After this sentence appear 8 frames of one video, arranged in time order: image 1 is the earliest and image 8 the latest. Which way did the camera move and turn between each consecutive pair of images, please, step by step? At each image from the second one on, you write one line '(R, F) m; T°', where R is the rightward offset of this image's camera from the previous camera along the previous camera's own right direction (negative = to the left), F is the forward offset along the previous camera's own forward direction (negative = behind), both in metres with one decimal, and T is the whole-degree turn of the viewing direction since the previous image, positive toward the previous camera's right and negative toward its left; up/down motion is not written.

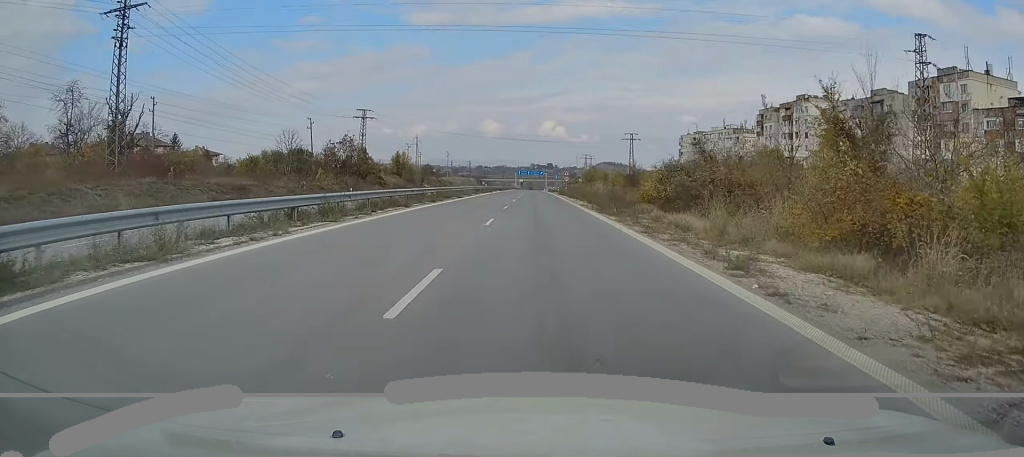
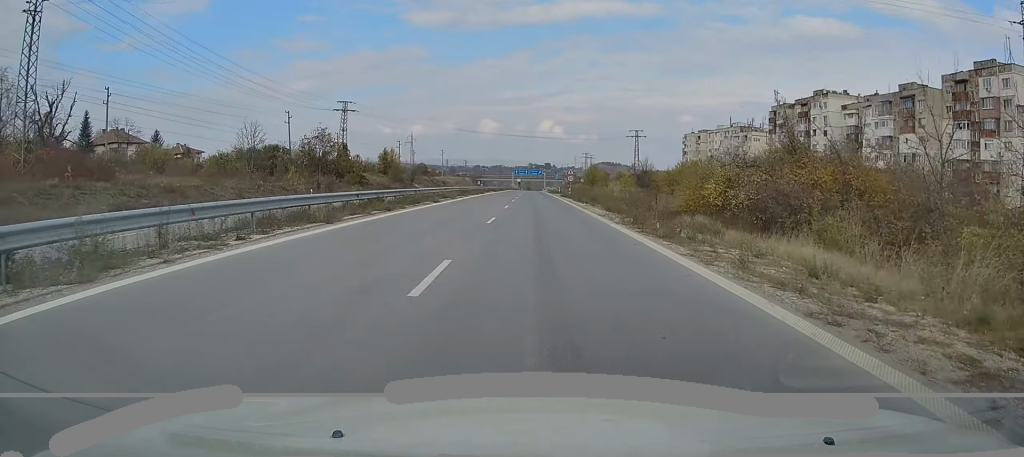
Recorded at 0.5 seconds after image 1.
(+0.1, +10.8) m; 0°
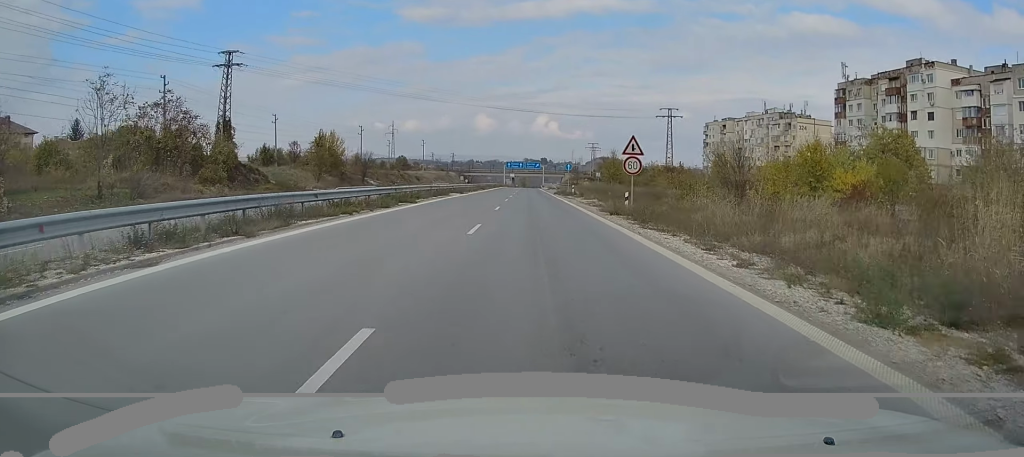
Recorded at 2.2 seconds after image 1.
(+0.2, +40.4) m; 0°
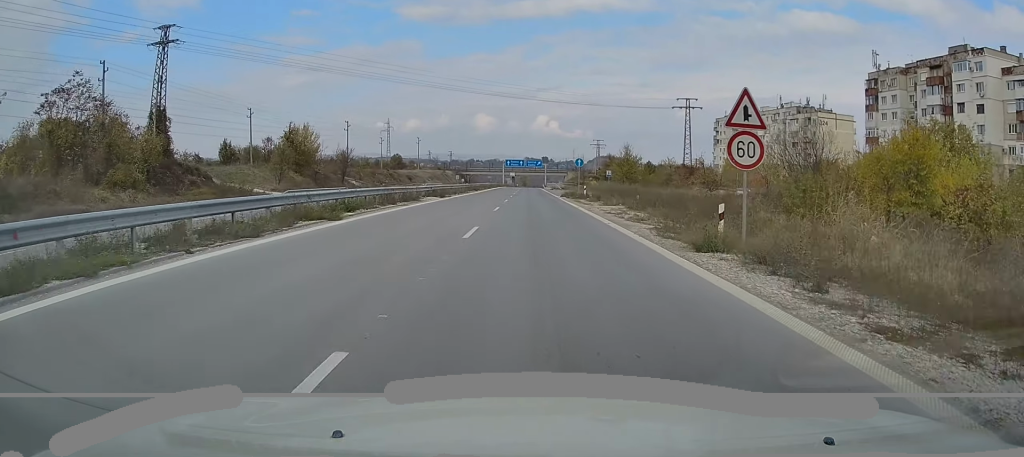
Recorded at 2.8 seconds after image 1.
(0.0, +12.7) m; 0°
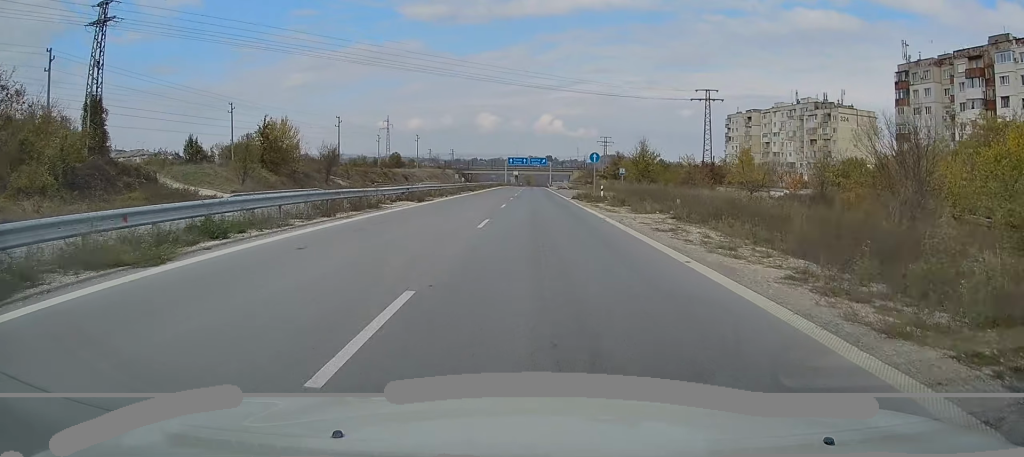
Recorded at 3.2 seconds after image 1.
(-0.1, +9.5) m; 0°
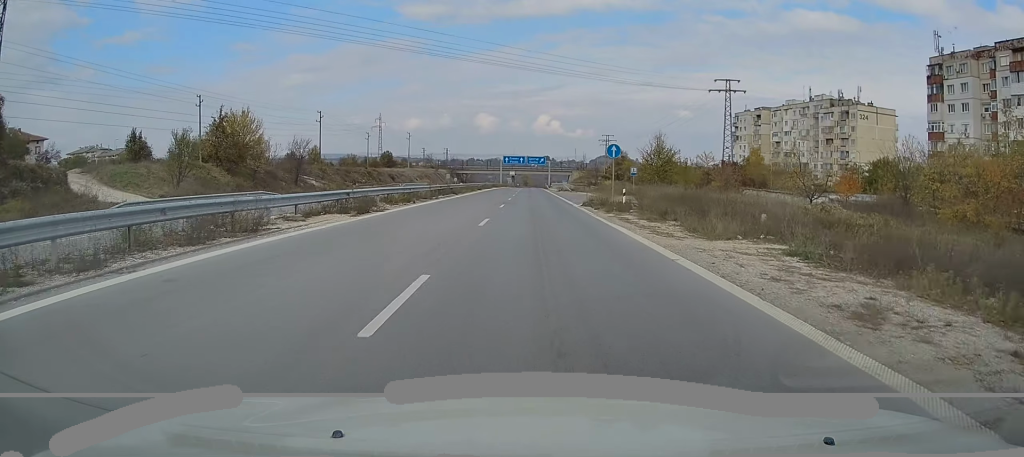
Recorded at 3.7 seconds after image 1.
(0.0, +10.9) m; 0°
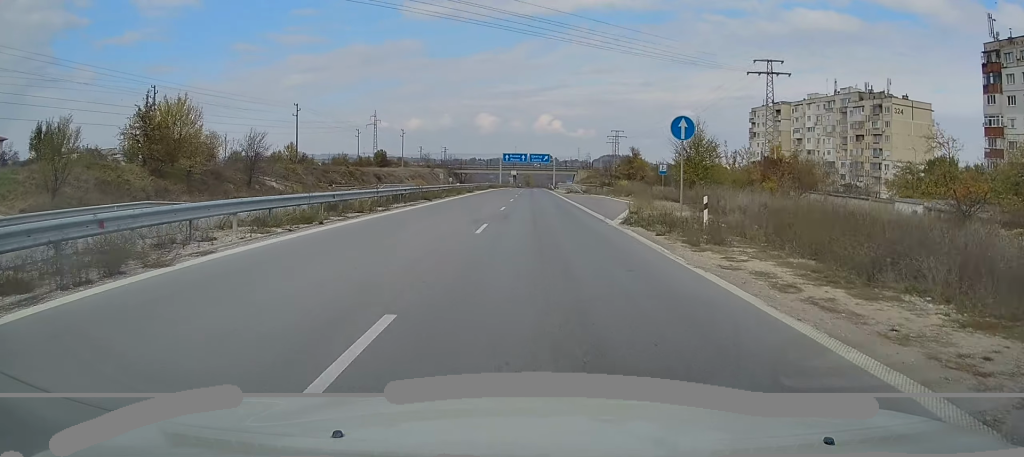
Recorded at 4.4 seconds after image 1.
(+0.1, +14.2) m; 0°
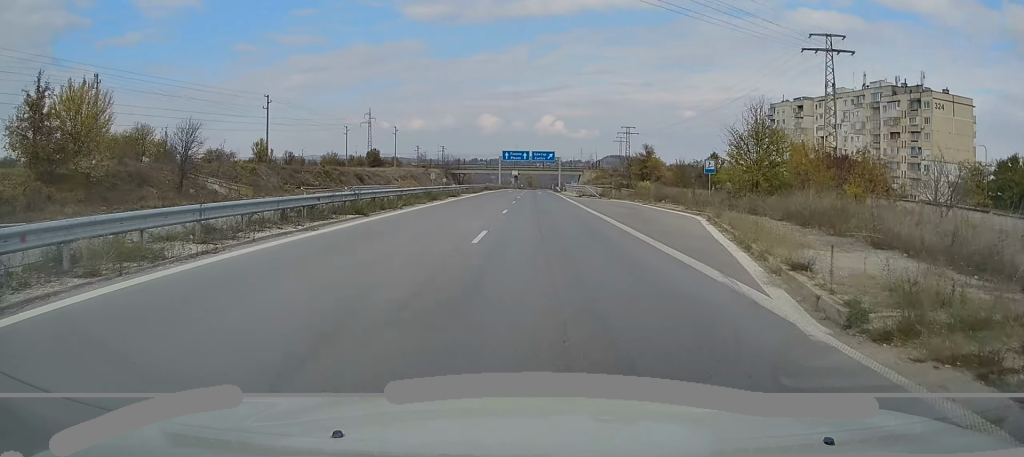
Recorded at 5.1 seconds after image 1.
(-0.1, +14.0) m; 0°
